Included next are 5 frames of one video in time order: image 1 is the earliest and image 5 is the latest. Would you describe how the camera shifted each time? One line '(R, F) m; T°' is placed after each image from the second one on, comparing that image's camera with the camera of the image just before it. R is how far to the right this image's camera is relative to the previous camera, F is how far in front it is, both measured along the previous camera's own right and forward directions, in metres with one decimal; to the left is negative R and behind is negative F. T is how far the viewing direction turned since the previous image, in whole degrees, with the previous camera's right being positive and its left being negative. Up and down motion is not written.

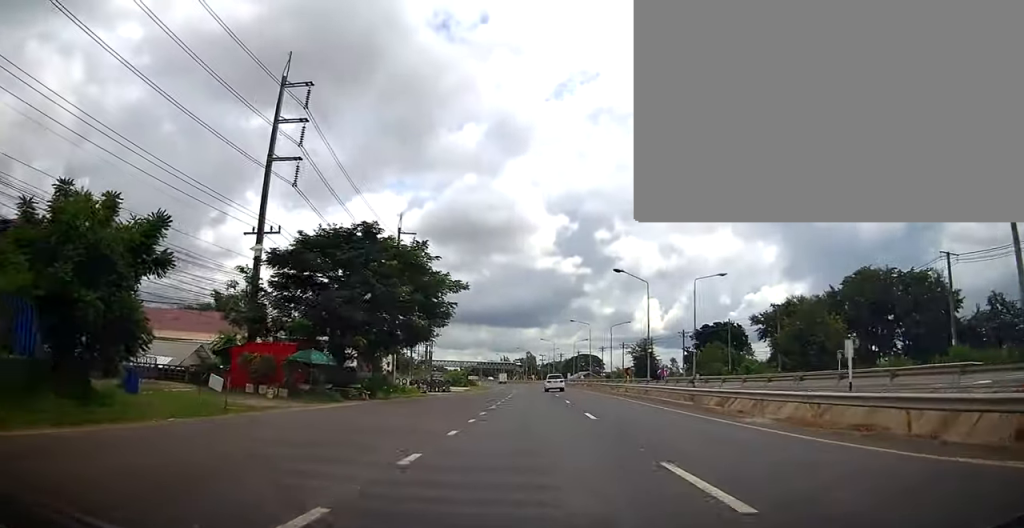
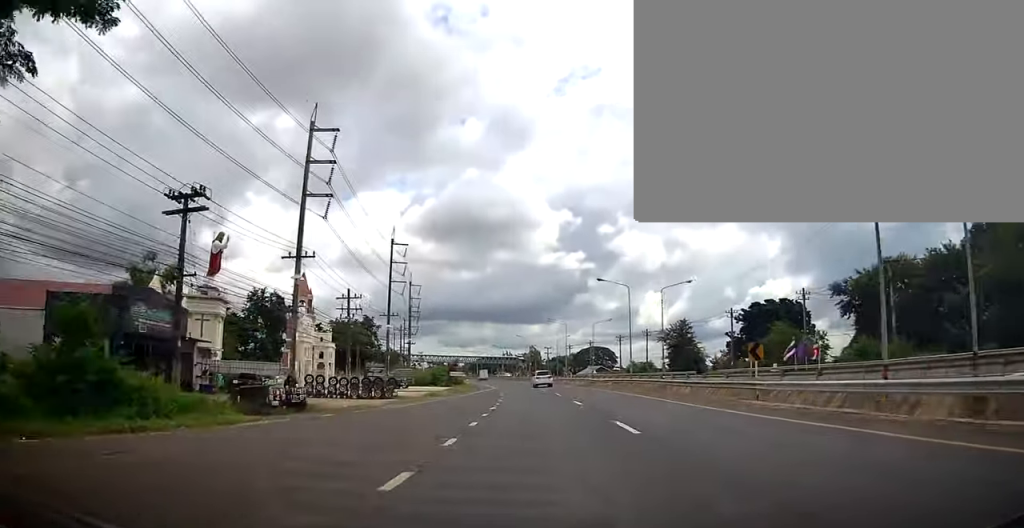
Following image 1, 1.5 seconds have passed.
(-0.2, +30.4) m; 0°
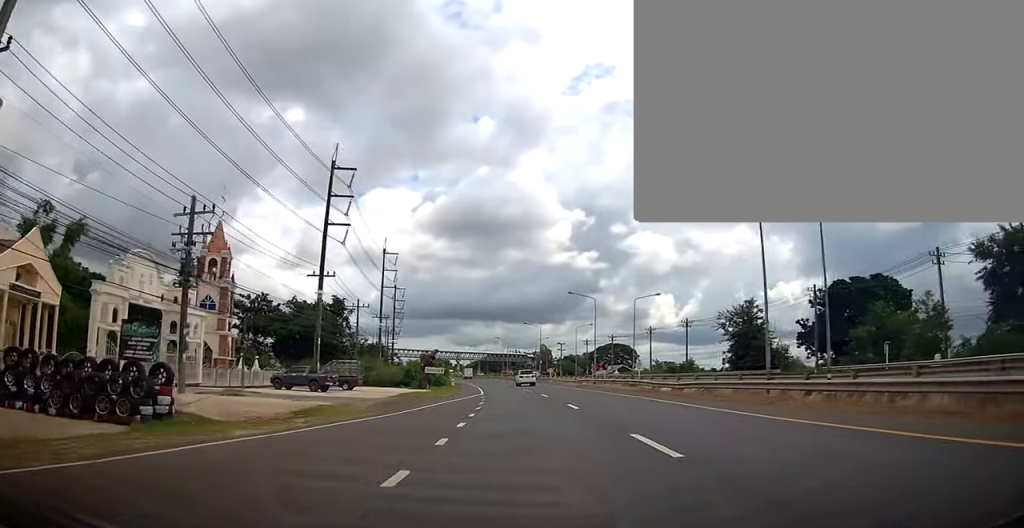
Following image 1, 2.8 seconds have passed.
(+0.4, +28.4) m; -1°
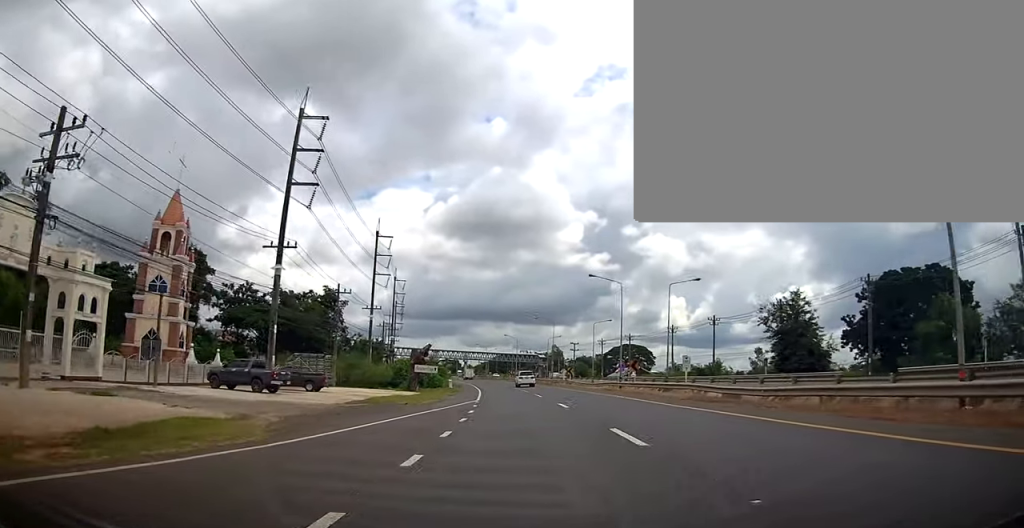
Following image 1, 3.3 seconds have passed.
(-0.4, +10.5) m; -1°
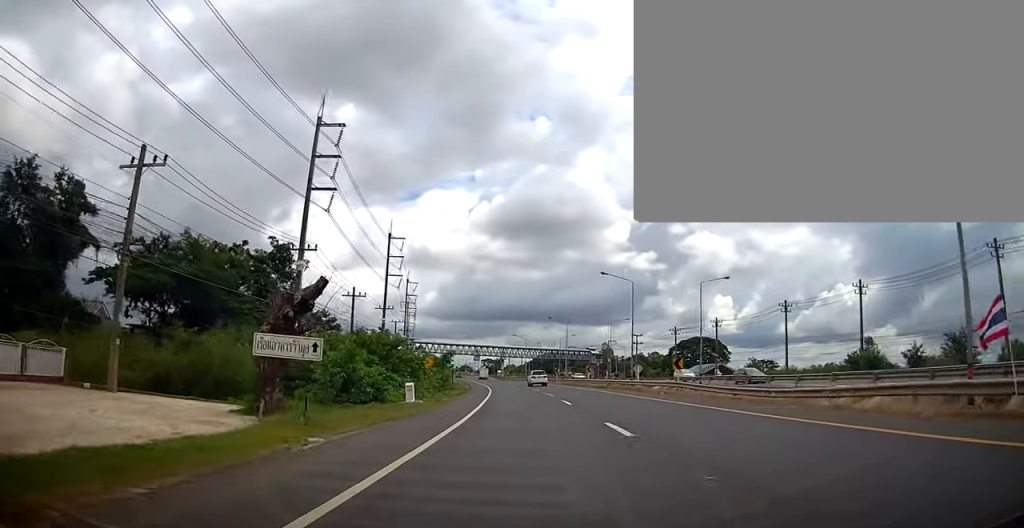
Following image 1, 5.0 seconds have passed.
(-0.5, +35.5) m; -2°
